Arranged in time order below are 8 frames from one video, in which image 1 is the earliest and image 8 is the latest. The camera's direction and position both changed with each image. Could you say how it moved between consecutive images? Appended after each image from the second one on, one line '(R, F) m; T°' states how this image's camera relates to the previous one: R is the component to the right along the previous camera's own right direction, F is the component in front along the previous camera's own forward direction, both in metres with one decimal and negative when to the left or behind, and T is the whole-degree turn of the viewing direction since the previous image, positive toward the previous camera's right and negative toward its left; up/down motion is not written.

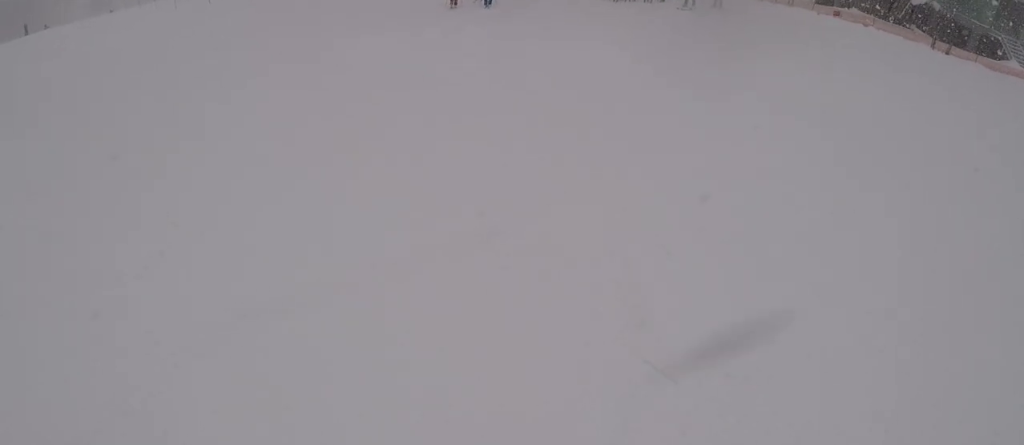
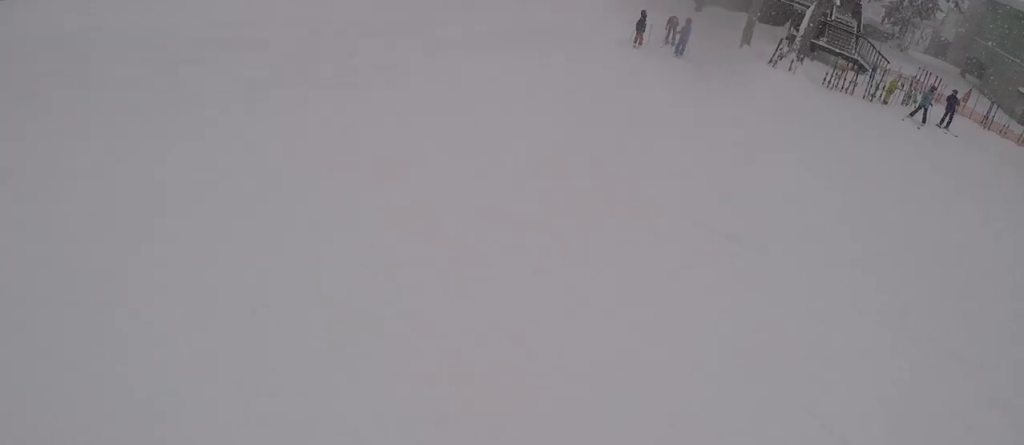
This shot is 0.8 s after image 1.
(-0.3, +5.5) m; -3°
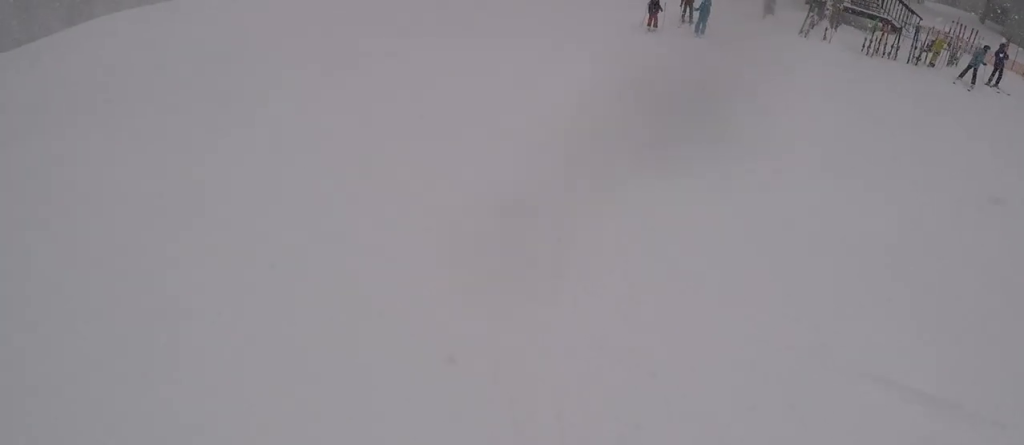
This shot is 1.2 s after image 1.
(0.0, +3.2) m; -1°
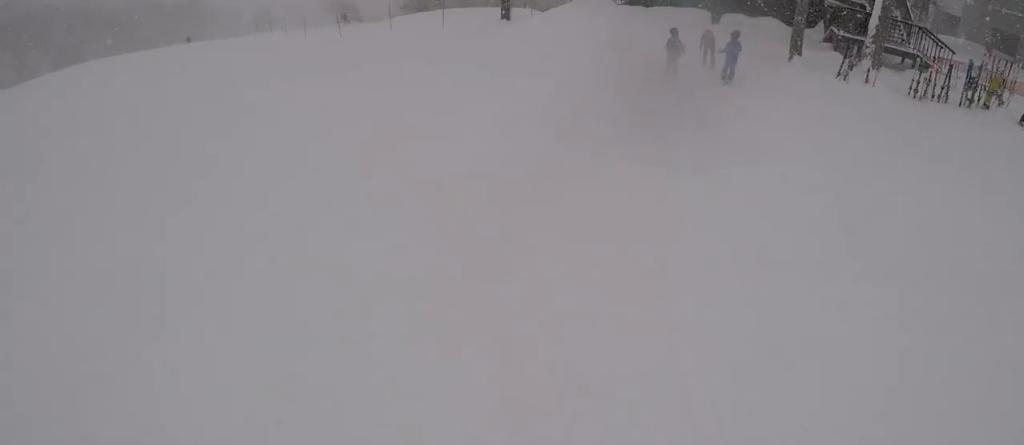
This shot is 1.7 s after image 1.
(+0.1, +3.7) m; -7°
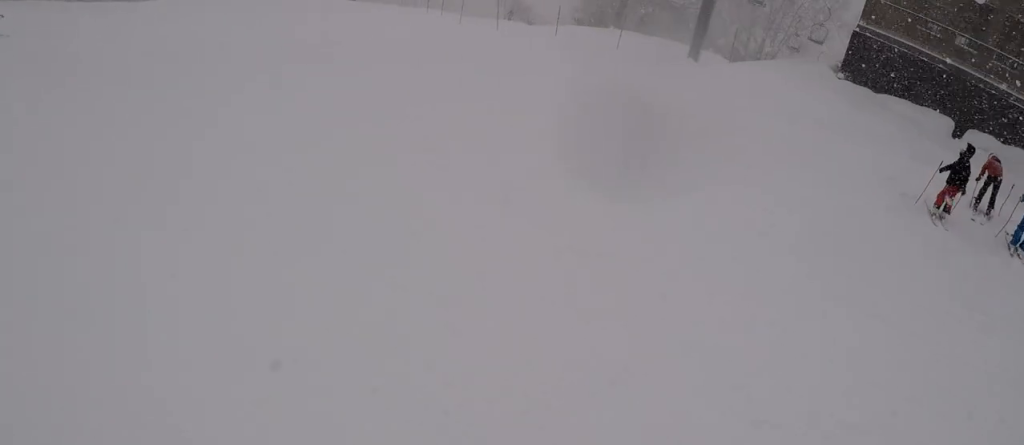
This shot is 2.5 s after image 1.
(-0.5, +5.8) m; -12°
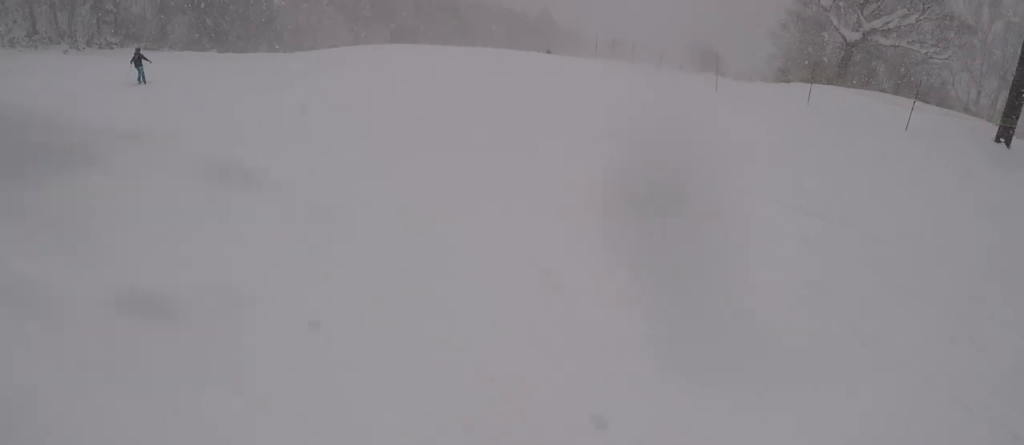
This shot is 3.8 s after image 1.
(-1.5, +9.8) m; -9°
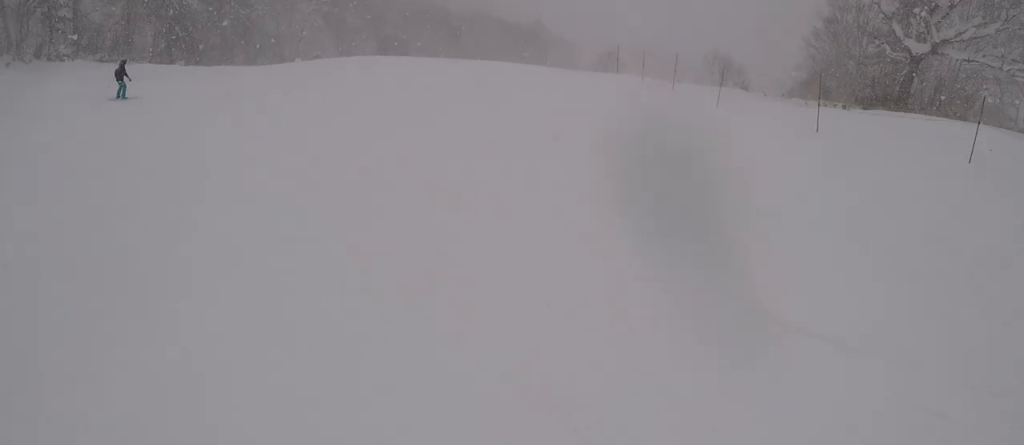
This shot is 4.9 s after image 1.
(0.0, +8.4) m; -6°
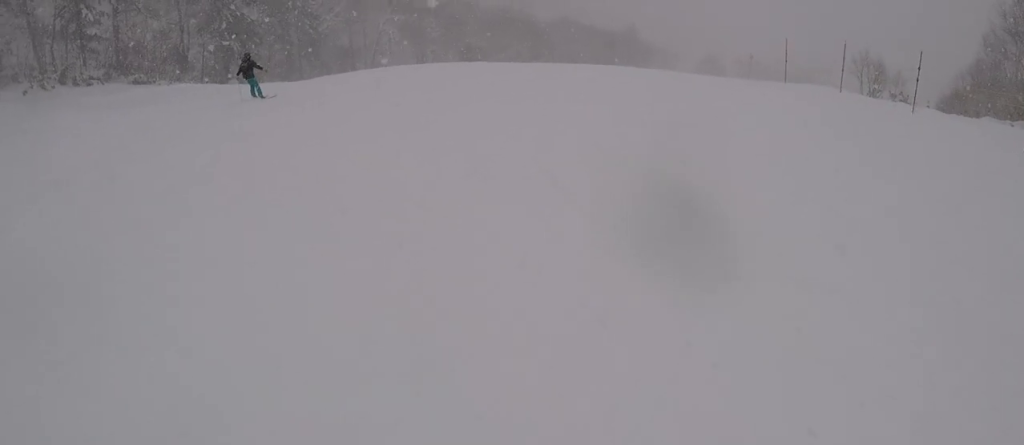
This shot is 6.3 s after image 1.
(-0.9, +10.0) m; -1°
